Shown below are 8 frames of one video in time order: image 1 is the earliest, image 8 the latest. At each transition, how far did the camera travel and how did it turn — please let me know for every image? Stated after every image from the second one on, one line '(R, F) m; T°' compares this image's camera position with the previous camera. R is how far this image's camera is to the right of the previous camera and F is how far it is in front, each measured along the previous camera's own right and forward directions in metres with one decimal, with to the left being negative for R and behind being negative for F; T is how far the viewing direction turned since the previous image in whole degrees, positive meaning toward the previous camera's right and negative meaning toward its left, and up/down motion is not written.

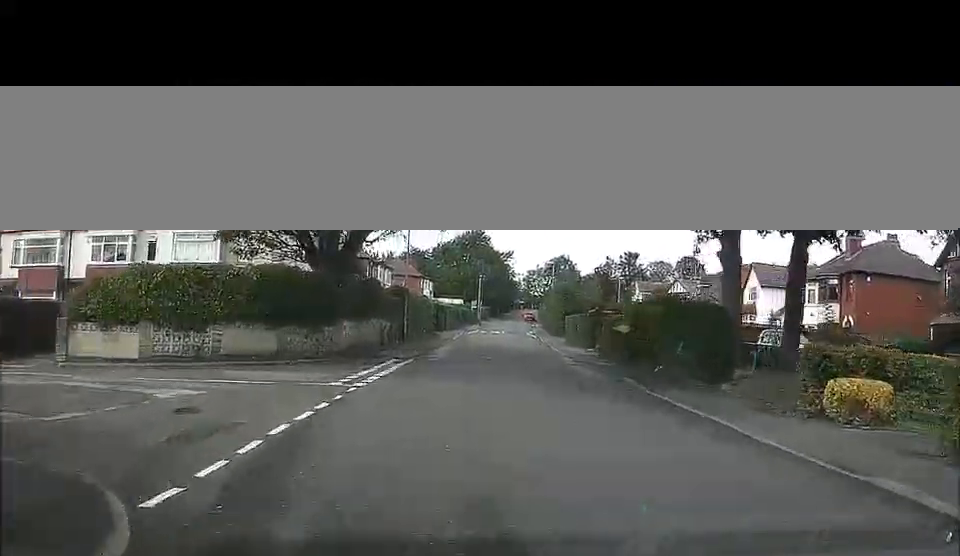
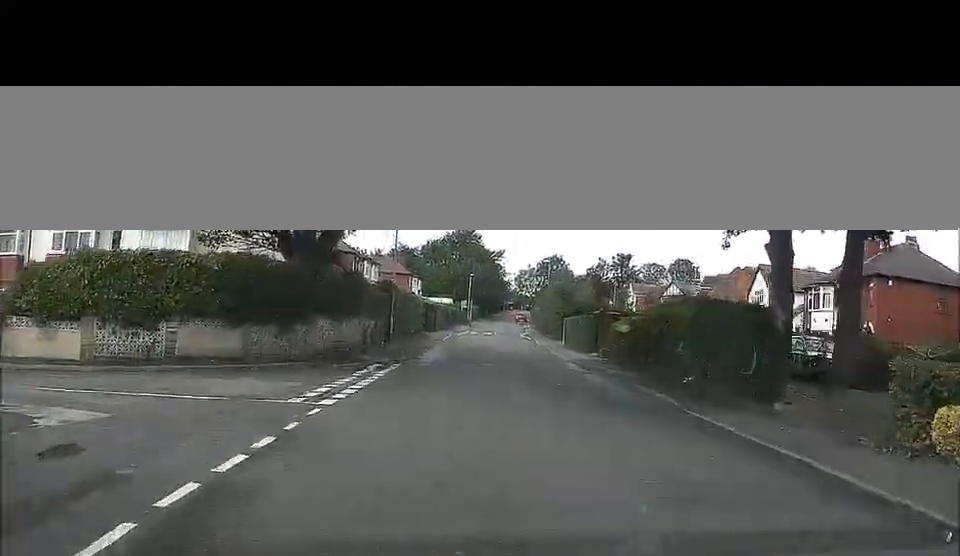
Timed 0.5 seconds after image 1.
(+0.1, +2.9) m; +3°
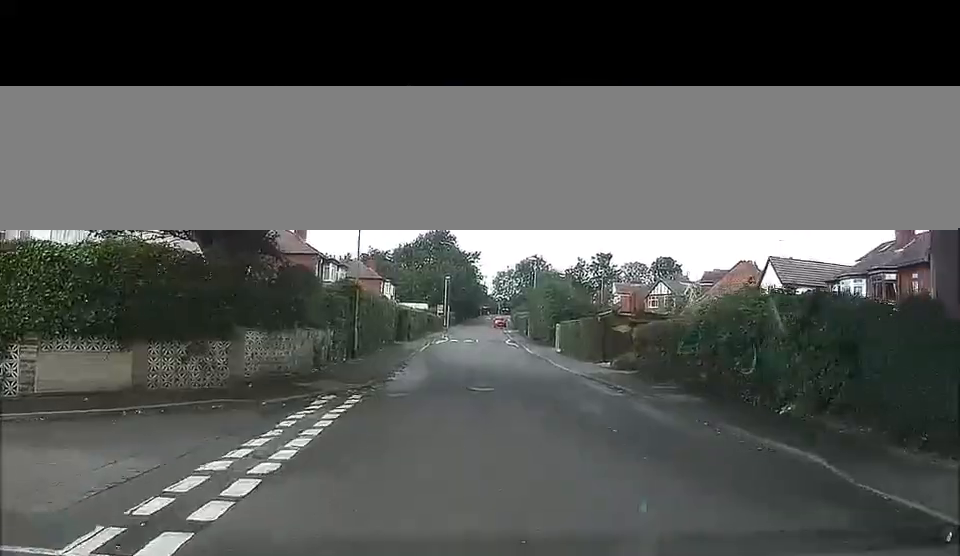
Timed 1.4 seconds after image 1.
(+0.3, +6.3) m; +5°
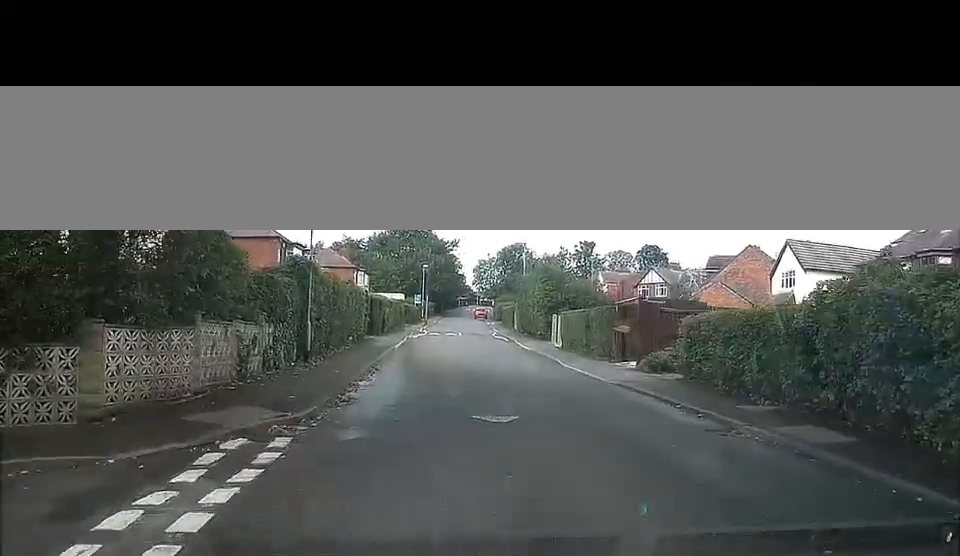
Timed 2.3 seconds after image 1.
(+0.2, +7.2) m; 0°
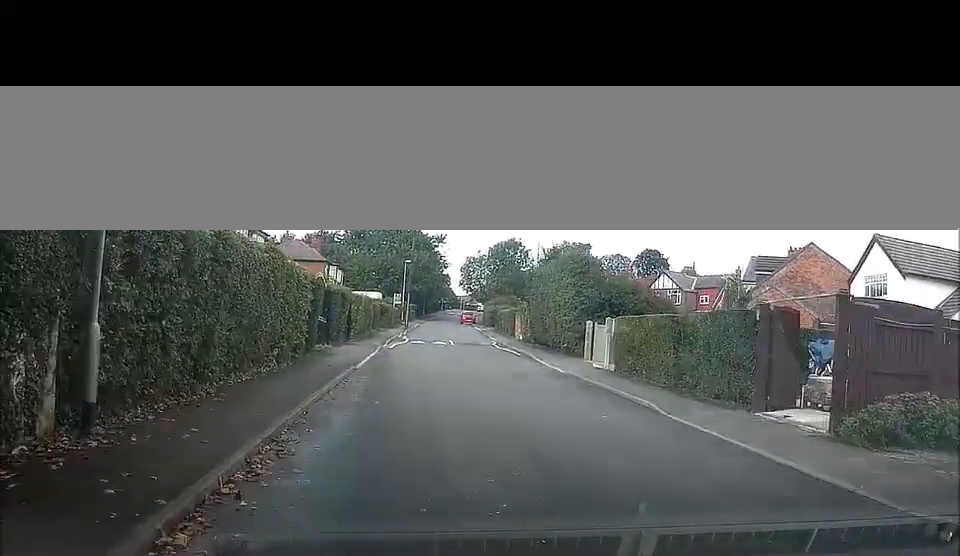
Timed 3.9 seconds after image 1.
(-0.5, +12.2) m; -2°
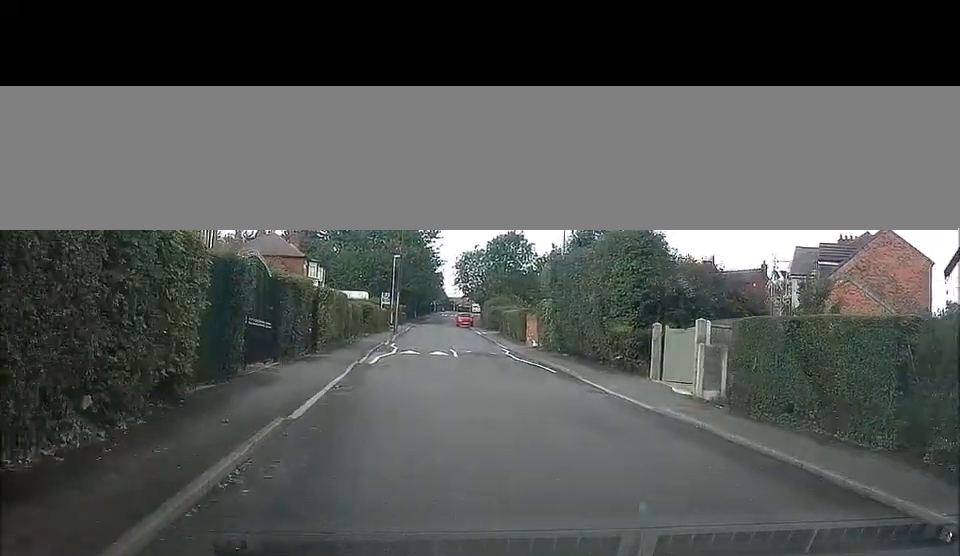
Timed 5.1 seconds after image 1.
(0.0, +8.2) m; -1°
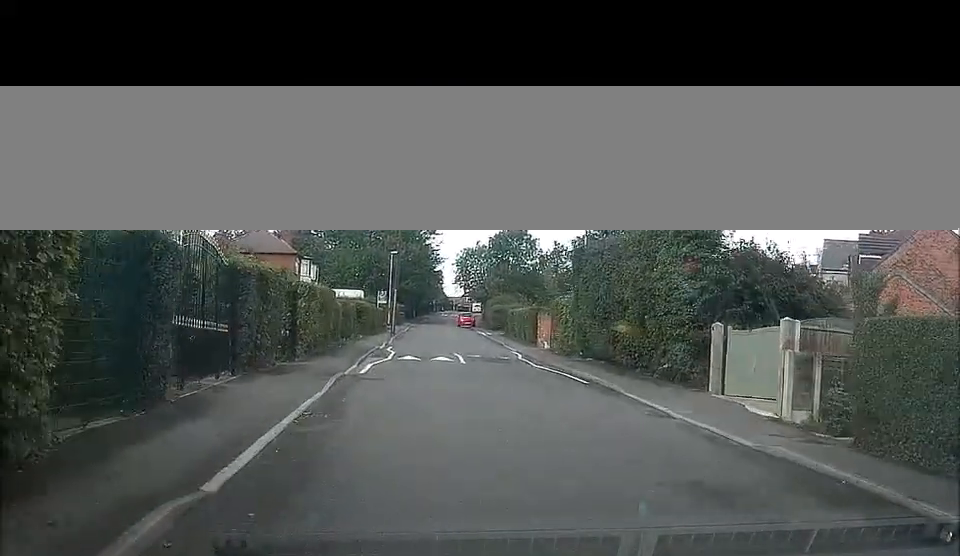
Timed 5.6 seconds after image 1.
(-0.1, +4.8) m; 0°
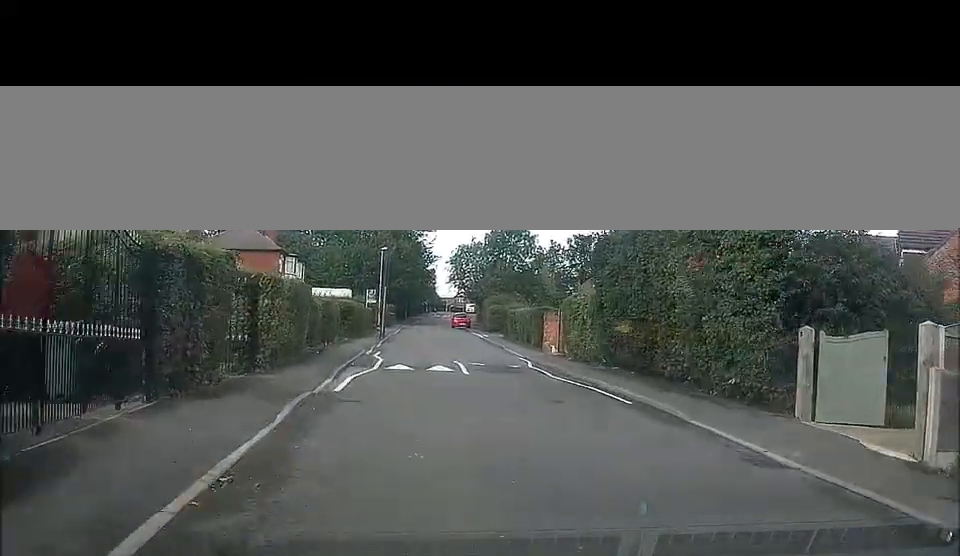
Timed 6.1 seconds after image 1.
(-0.1, +4.9) m; 0°
